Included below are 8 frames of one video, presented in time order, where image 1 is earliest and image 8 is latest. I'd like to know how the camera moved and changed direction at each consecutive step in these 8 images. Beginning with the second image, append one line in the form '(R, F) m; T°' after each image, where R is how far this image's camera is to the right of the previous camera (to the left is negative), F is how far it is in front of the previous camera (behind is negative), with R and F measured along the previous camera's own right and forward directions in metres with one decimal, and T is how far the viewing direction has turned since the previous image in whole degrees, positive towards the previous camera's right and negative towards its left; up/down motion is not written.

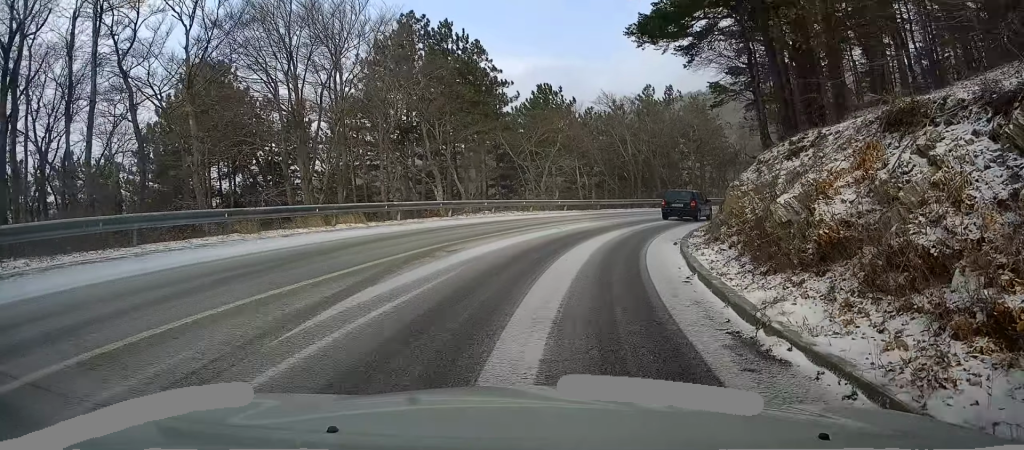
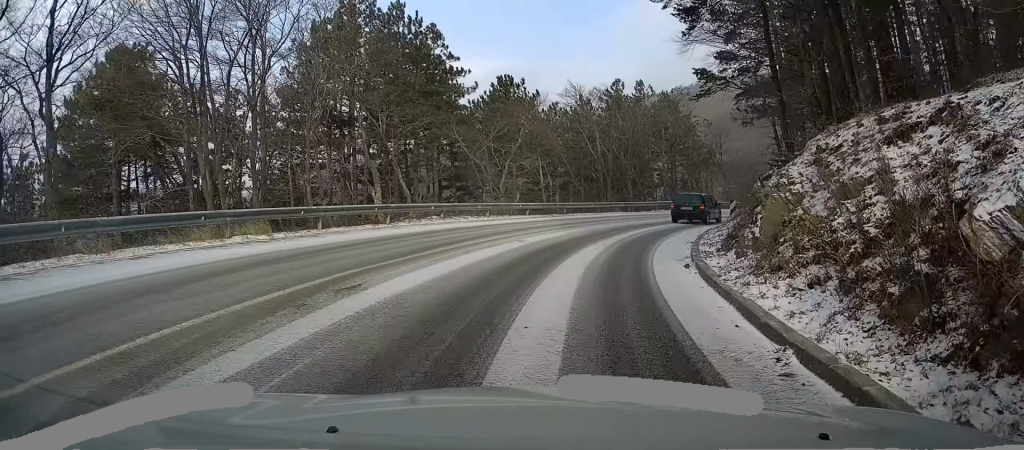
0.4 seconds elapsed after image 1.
(+0.3, +4.6) m; +4°
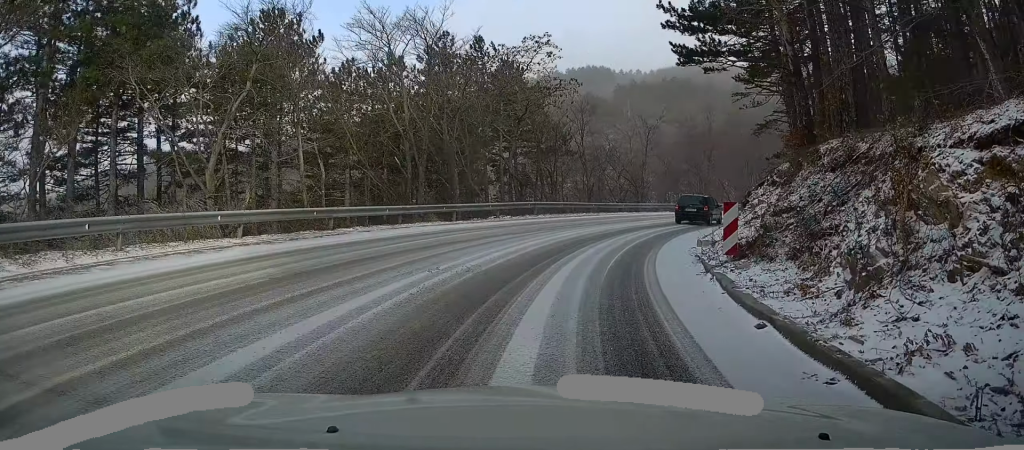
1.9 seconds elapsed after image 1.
(+2.3, +16.4) m; +17°
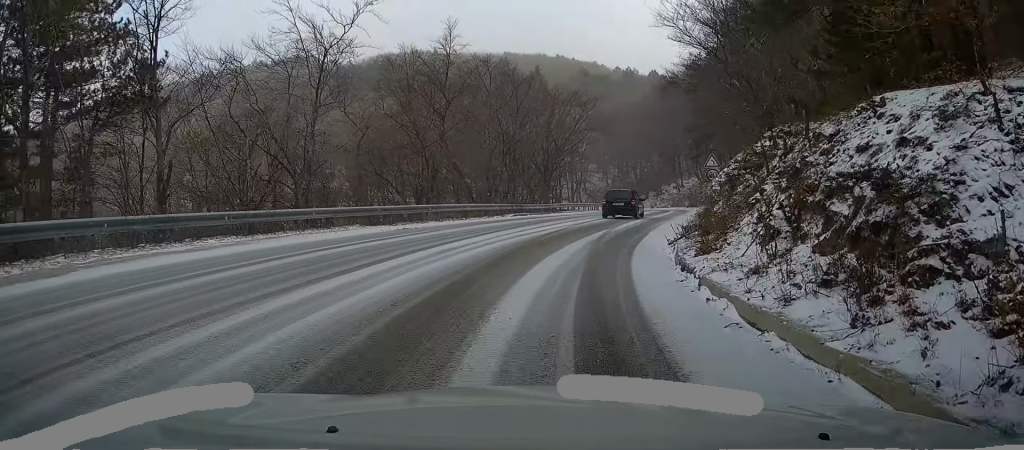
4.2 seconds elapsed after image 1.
(+5.6, +25.1) m; +25°
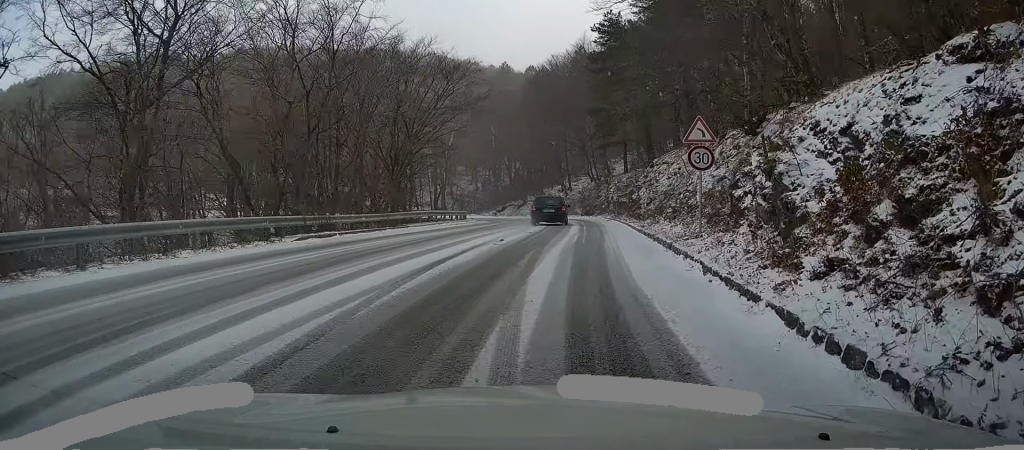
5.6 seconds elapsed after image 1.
(+2.2, +16.5) m; +12°
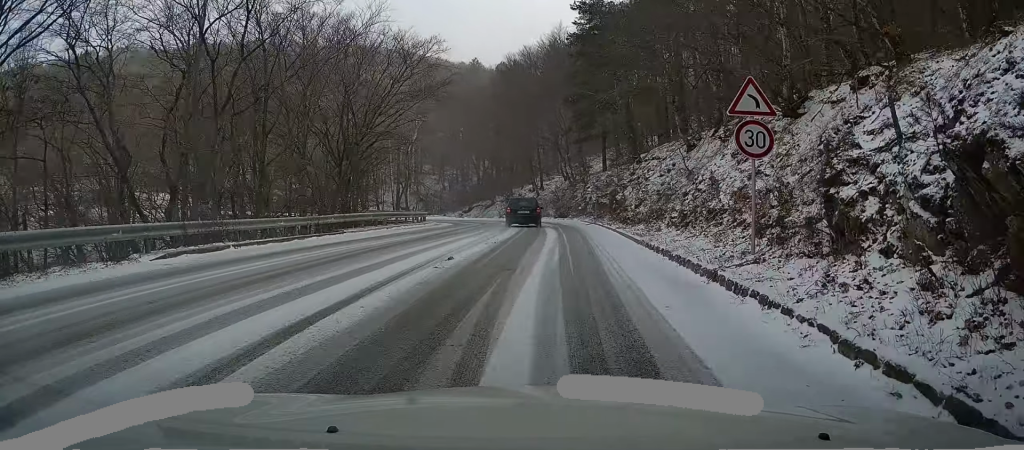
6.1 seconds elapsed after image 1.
(+0.1, +6.0) m; +3°
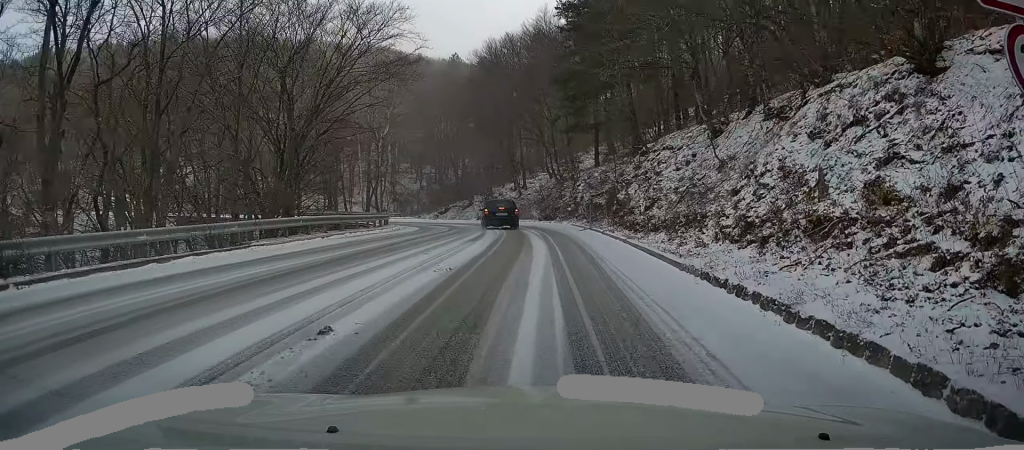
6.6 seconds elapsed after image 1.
(+0.2, +7.3) m; +1°
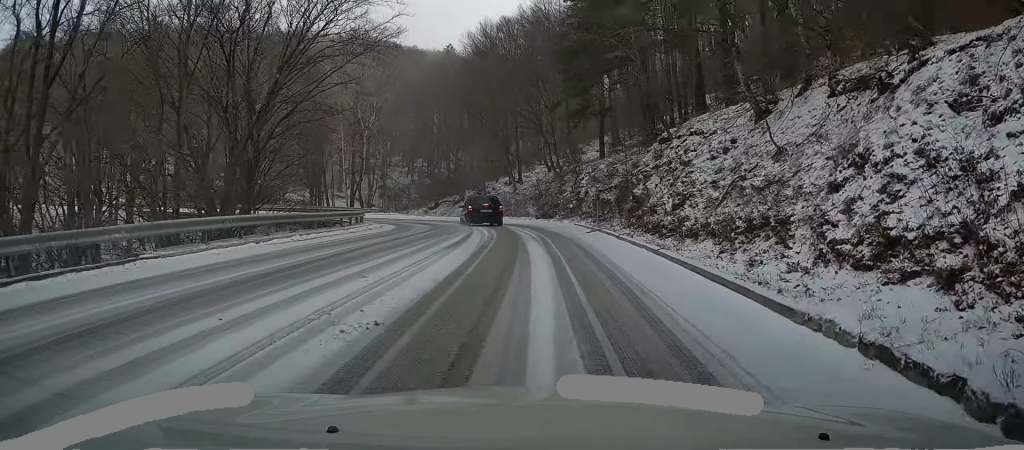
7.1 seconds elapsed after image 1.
(+0.1, +5.6) m; +1°
